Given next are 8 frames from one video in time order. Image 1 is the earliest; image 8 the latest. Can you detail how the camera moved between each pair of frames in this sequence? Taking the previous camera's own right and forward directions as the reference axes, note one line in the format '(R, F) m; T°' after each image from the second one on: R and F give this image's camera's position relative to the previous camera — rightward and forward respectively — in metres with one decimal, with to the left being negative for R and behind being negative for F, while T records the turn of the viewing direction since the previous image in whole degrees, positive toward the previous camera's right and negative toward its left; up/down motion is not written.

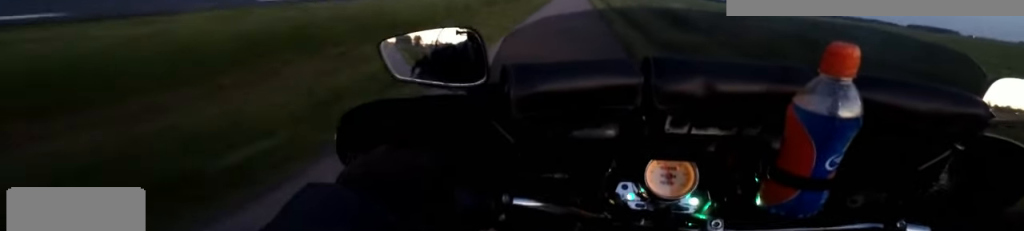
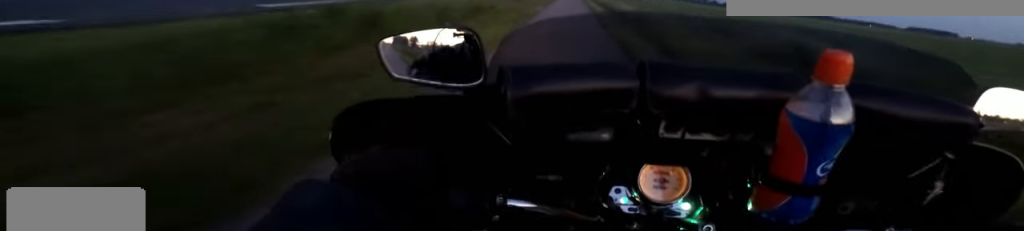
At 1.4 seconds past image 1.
(+0.6, +19.6) m; +4°
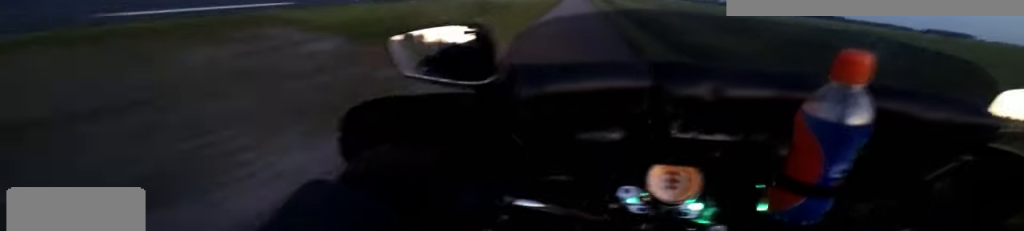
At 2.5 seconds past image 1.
(+0.3, +14.8) m; -1°
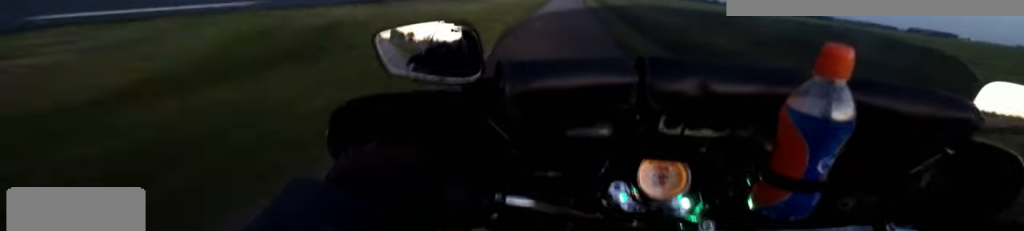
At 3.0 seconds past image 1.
(-0.2, +6.6) m; 0°
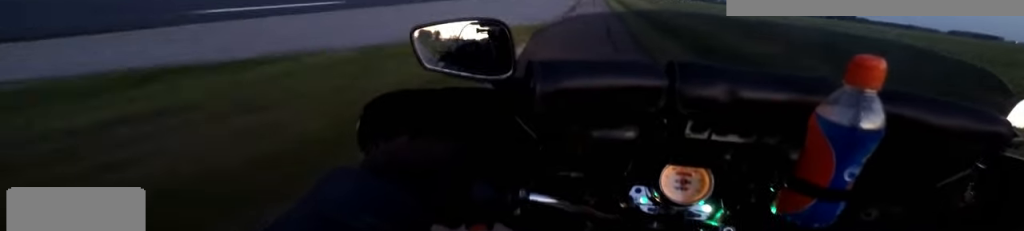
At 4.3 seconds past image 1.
(-0.1, +17.1) m; -1°
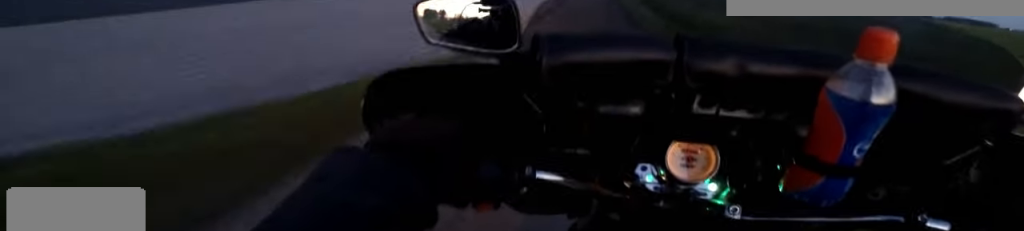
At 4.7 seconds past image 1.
(+0.1, +5.9) m; 0°
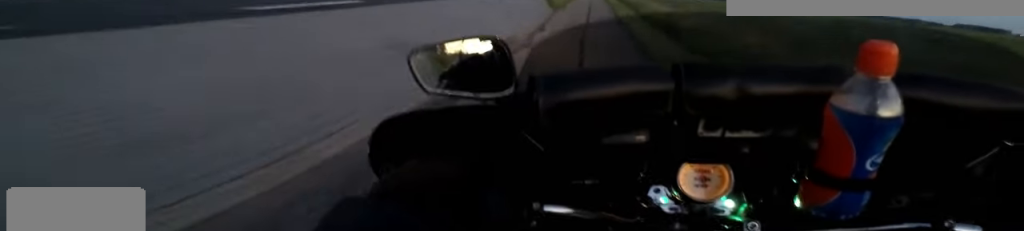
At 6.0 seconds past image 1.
(-0.5, +18.8) m; -1°
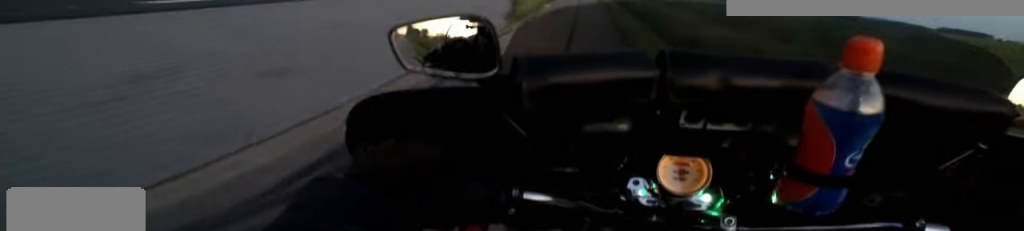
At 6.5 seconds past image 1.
(0.0, +8.1) m; 0°
